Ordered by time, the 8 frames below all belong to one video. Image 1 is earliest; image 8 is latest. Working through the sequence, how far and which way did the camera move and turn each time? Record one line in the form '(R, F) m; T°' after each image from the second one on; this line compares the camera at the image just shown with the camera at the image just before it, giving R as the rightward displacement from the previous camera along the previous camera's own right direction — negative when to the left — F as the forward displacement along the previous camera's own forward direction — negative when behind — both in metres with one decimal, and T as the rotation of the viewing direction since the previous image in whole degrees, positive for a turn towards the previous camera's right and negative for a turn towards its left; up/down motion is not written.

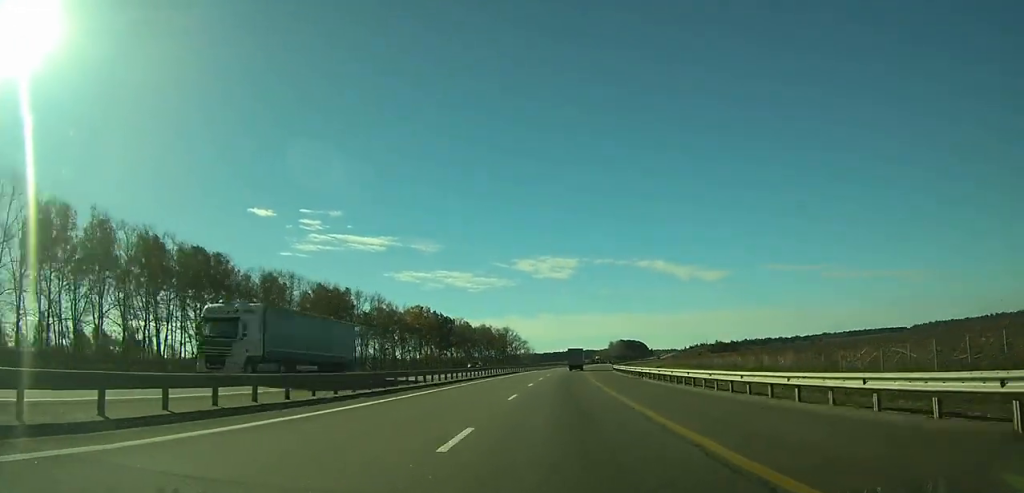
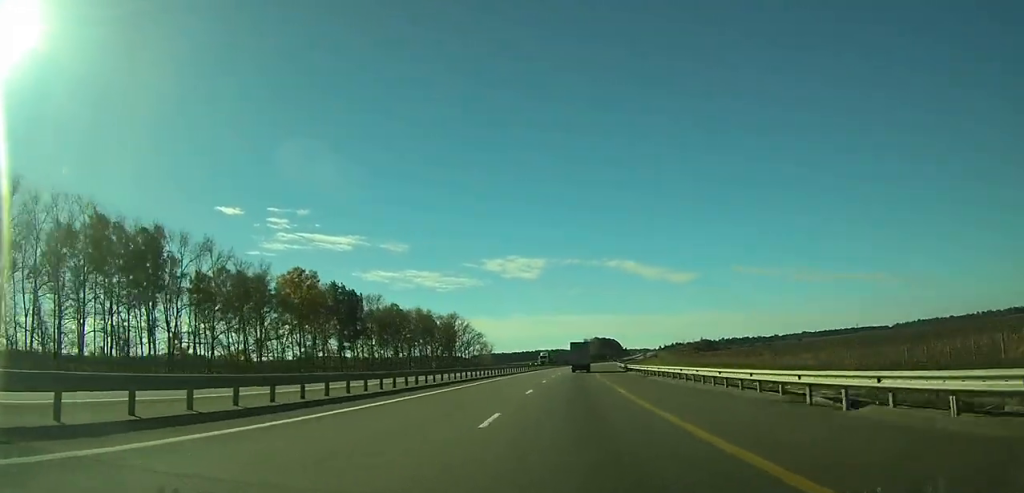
(+2.4, +68.8) m; +3°
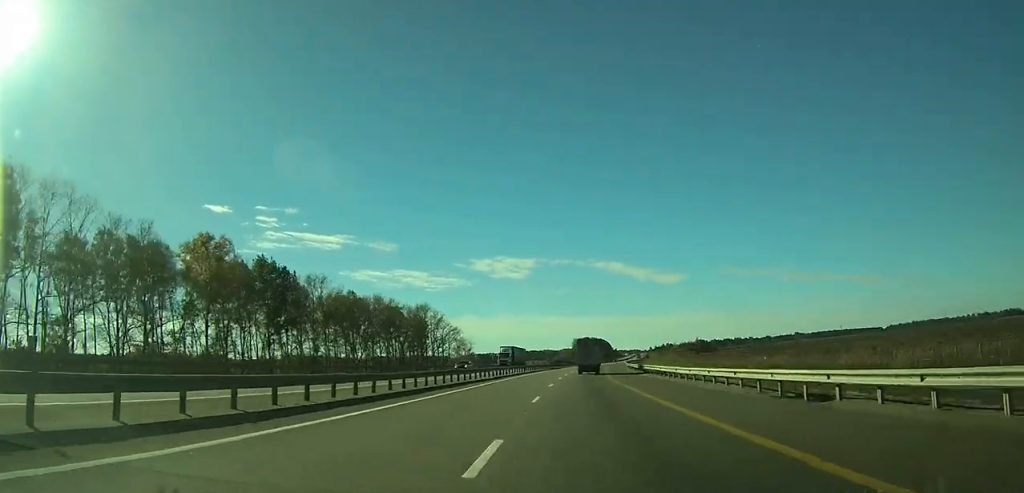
(+0.3, +28.8) m; +1°
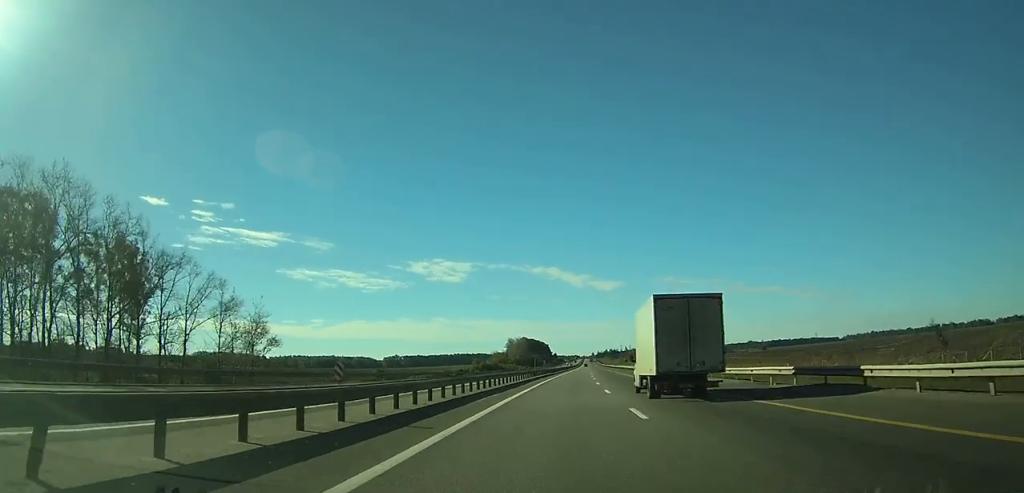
(+4.8, +113.3) m; +6°
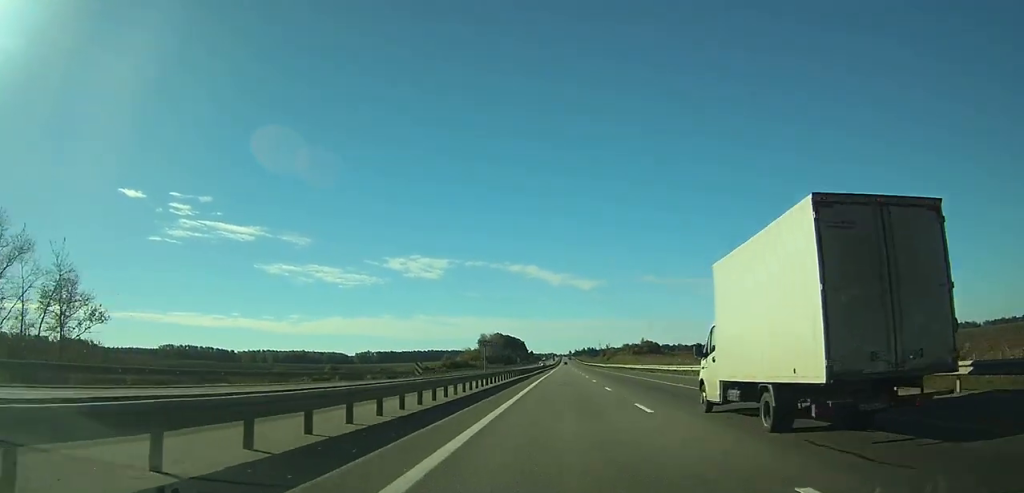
(+1.0, +34.3) m; +2°
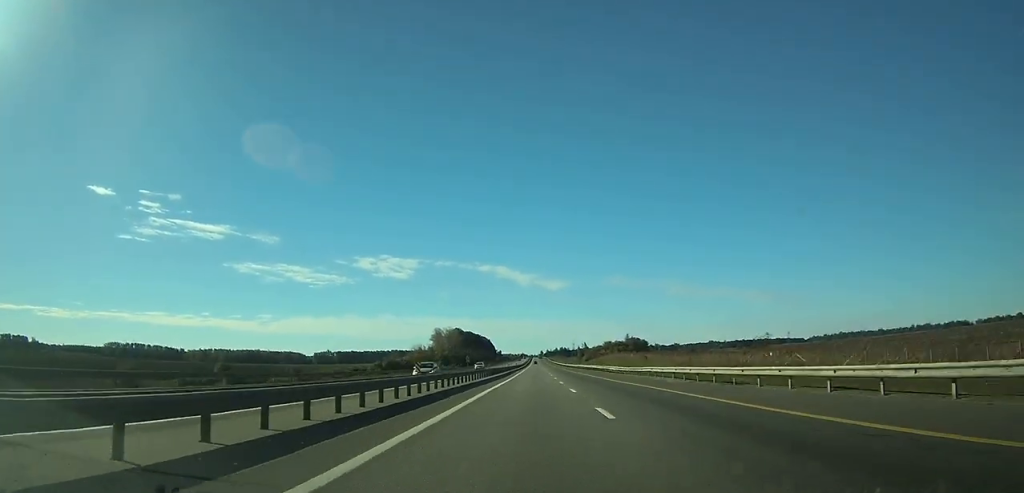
(+2.2, +72.6) m; +3°
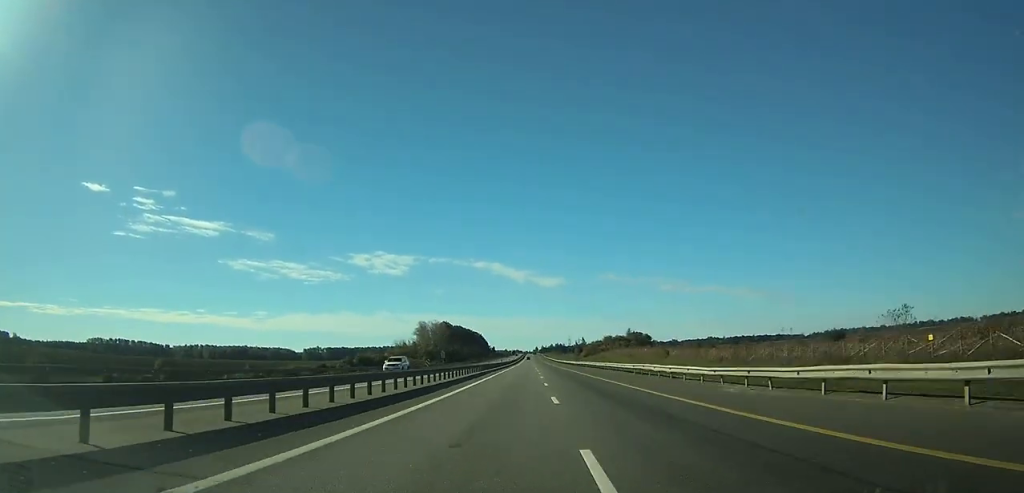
(+0.4, +31.1) m; +1°
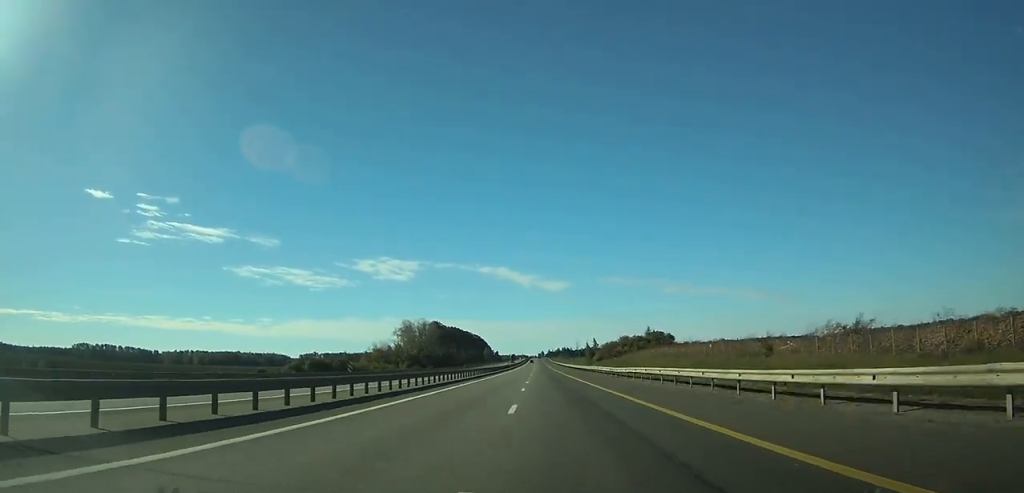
(+0.5, +49.5) m; 0°
